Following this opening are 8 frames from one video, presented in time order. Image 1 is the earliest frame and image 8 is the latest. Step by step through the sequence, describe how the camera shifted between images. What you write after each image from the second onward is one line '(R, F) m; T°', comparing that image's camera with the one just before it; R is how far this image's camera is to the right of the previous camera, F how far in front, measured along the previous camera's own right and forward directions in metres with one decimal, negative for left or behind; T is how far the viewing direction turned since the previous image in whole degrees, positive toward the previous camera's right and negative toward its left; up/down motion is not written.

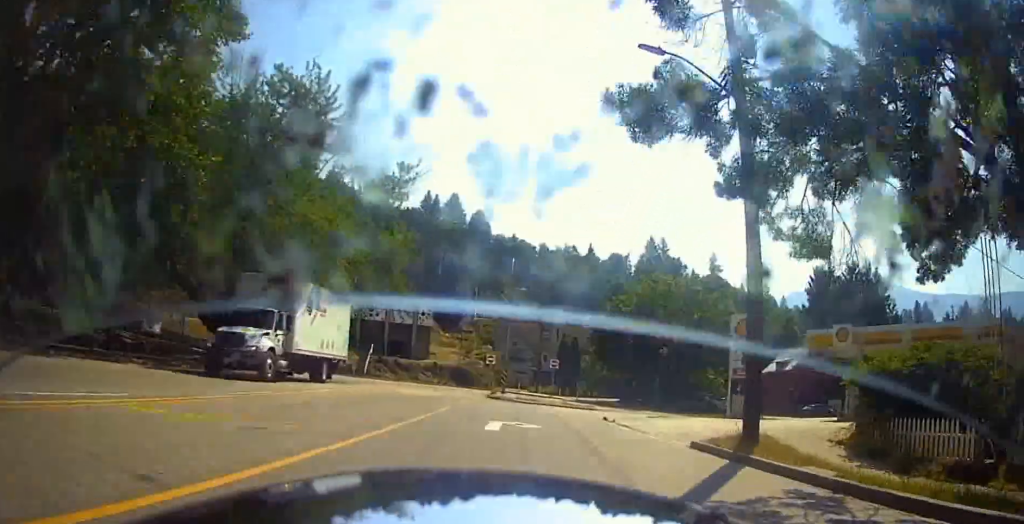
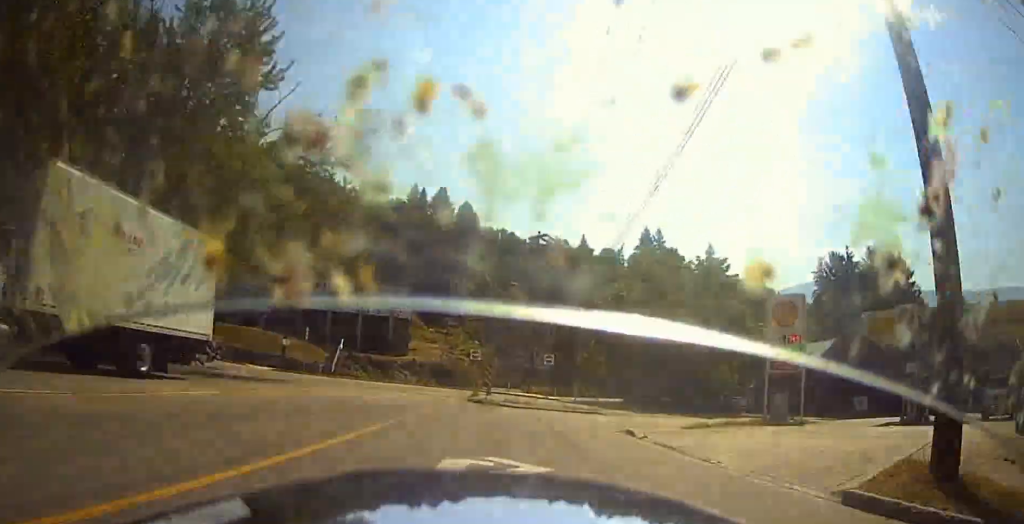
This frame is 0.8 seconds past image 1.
(+0.2, +7.5) m; +7°
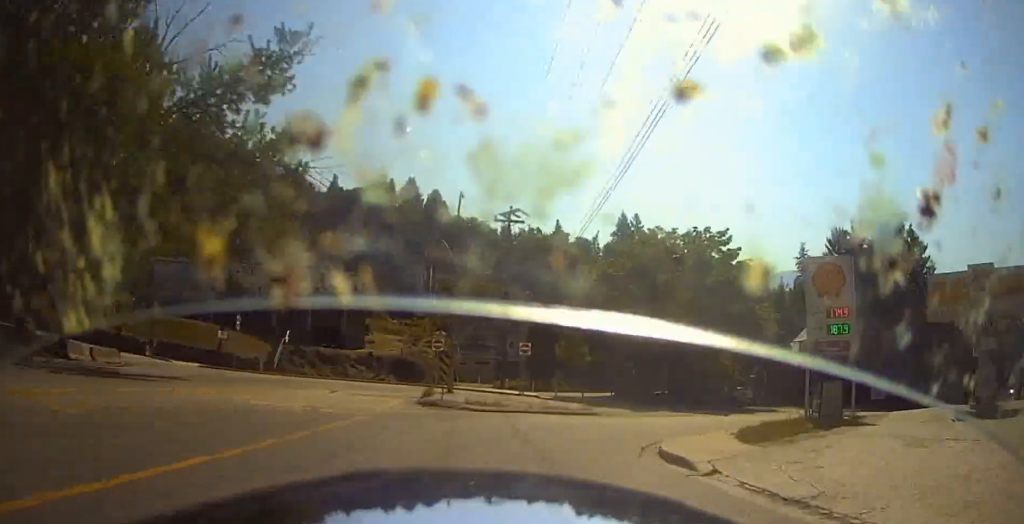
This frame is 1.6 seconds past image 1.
(+0.6, +7.4) m; +11°
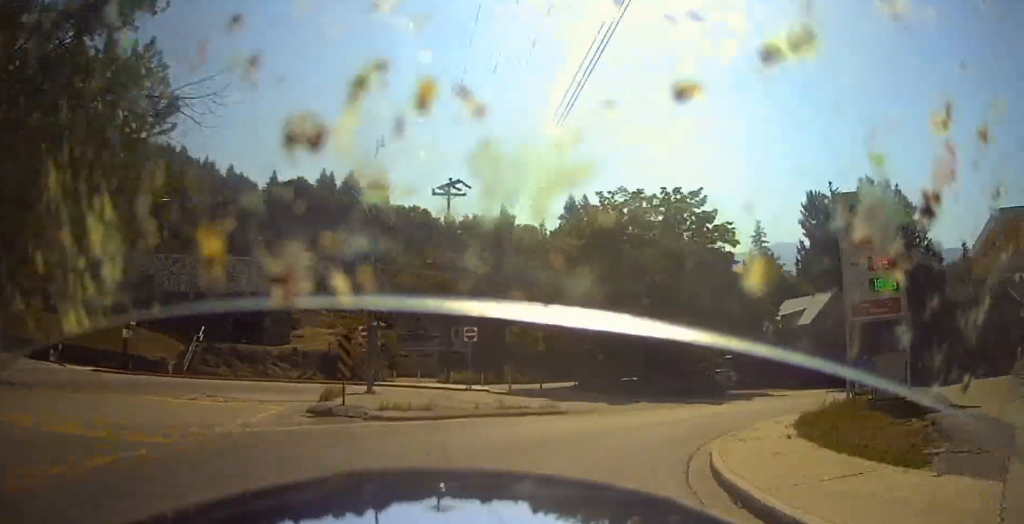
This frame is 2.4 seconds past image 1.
(+0.9, +6.5) m; +10°
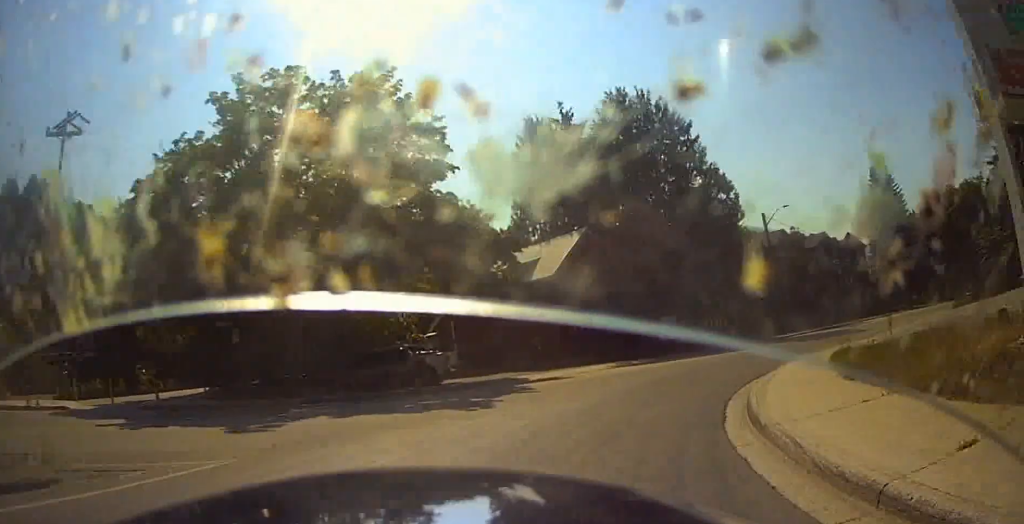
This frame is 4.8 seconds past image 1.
(+5.3, +17.0) m; +27°
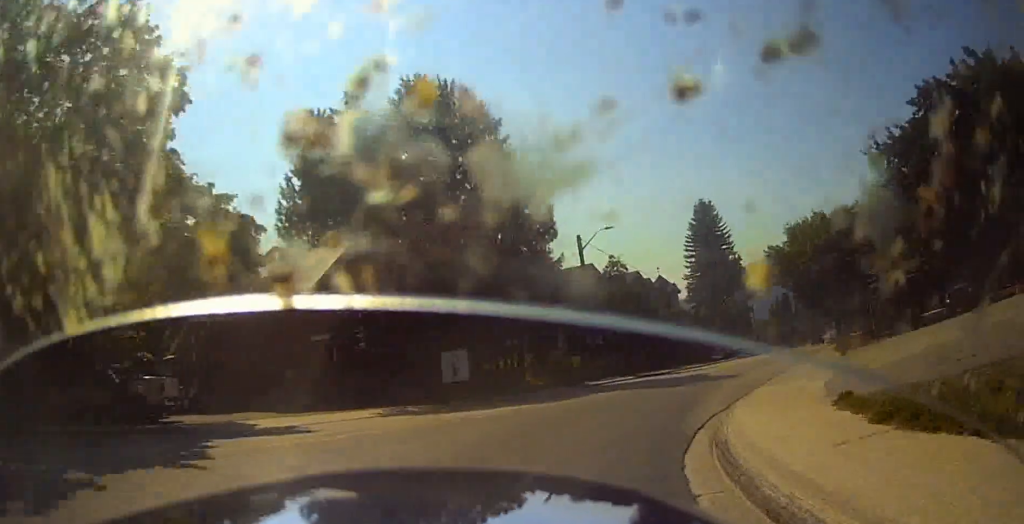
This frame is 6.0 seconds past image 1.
(+0.5, +11.0) m; +14°
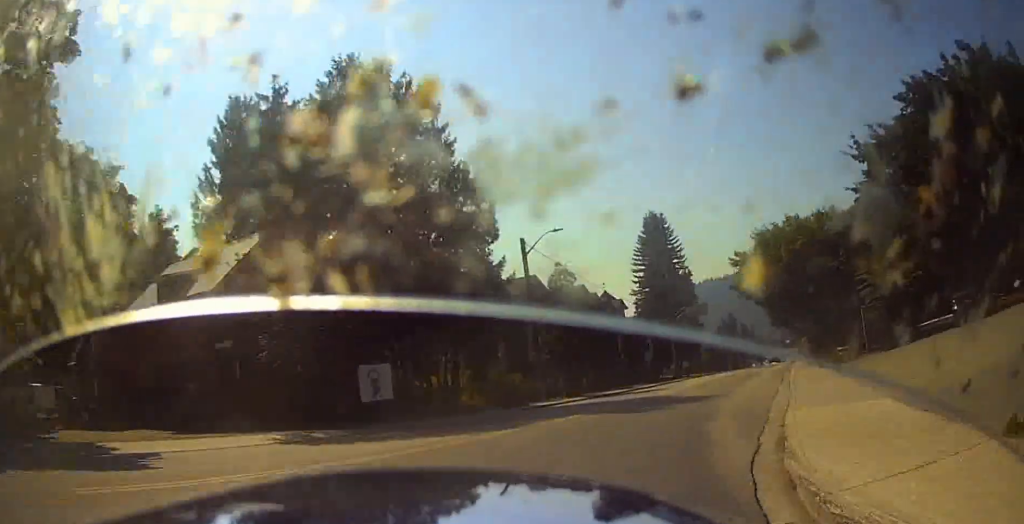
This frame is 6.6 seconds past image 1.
(+0.5, +5.7) m; +9°
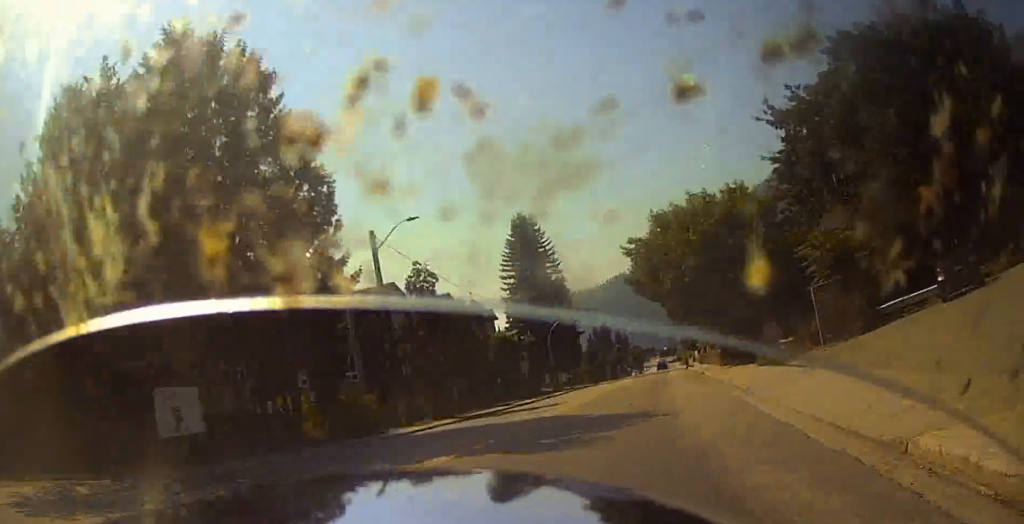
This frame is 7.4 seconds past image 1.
(+0.9, +7.8) m; +9°
